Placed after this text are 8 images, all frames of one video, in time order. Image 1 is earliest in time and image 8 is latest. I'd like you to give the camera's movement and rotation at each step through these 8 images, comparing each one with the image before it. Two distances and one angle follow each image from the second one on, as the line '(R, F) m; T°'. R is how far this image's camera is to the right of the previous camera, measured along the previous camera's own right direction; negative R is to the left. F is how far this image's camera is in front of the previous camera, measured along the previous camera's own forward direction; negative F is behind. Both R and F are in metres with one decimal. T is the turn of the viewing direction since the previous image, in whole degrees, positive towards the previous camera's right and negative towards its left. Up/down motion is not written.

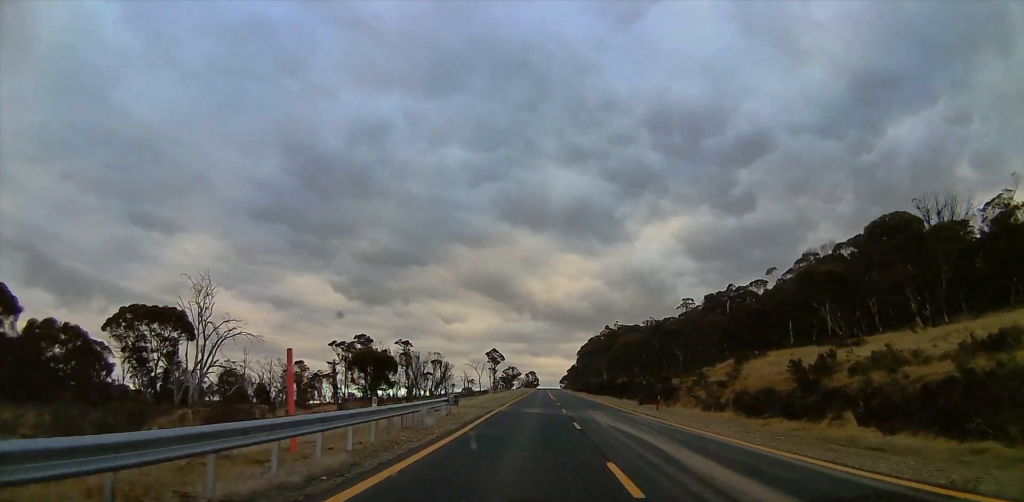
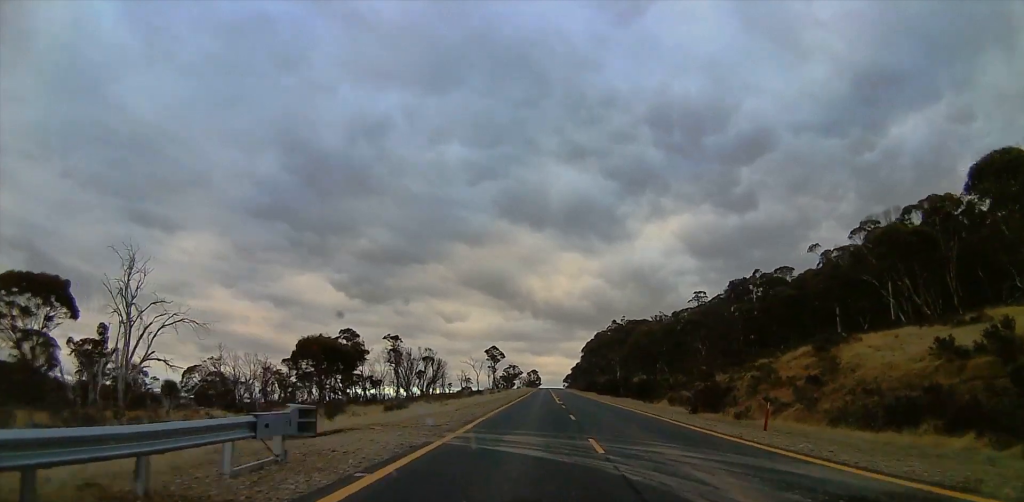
(-0.3, +18.9) m; -1°
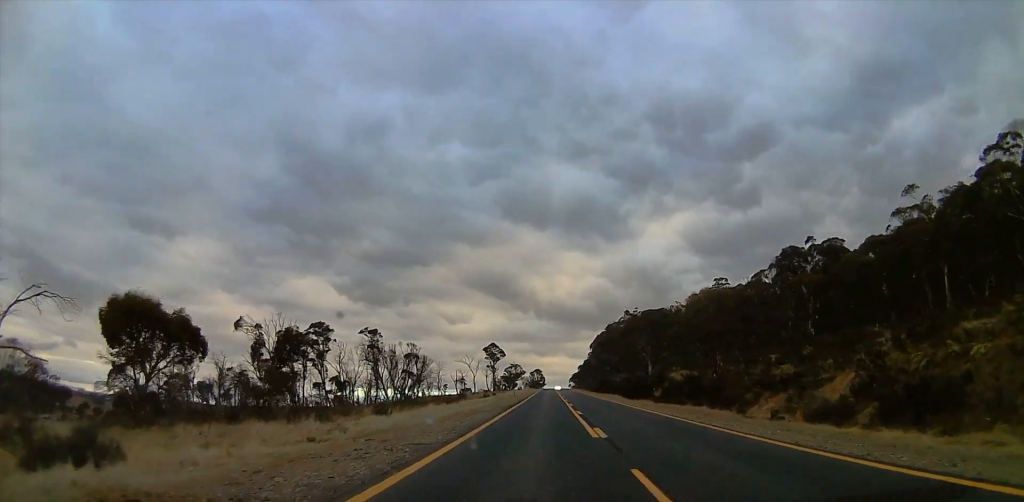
(-0.2, +29.3) m; +1°
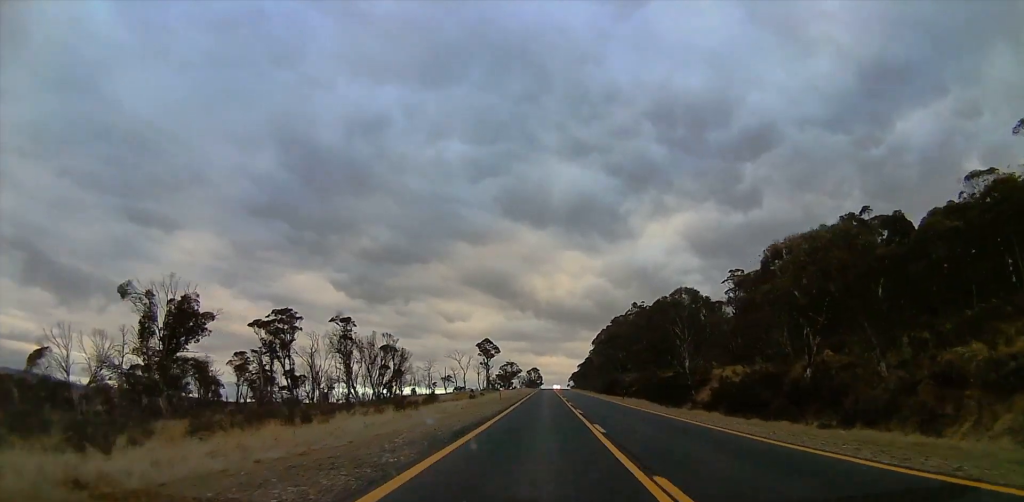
(+0.5, +23.0) m; +2°
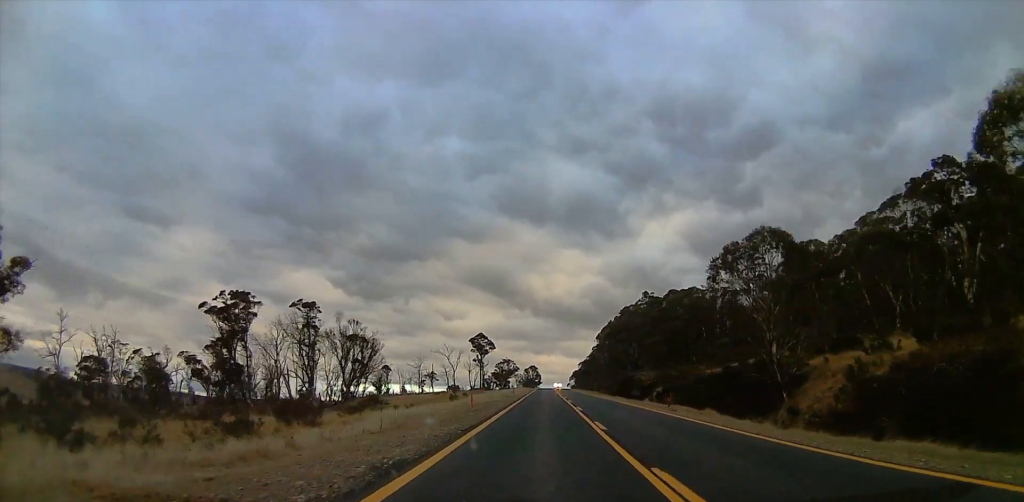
(+0.1, +22.7) m; 0°
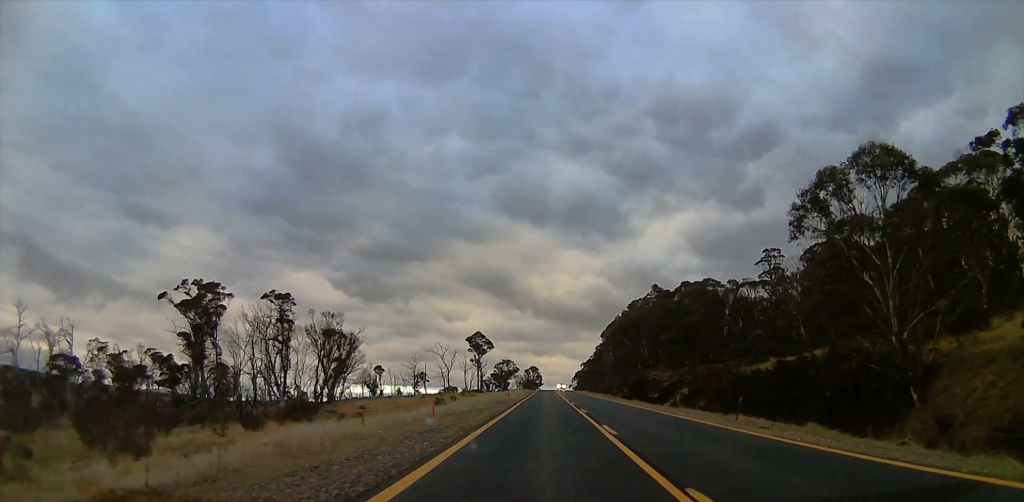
(+0.5, +14.3) m; -1°
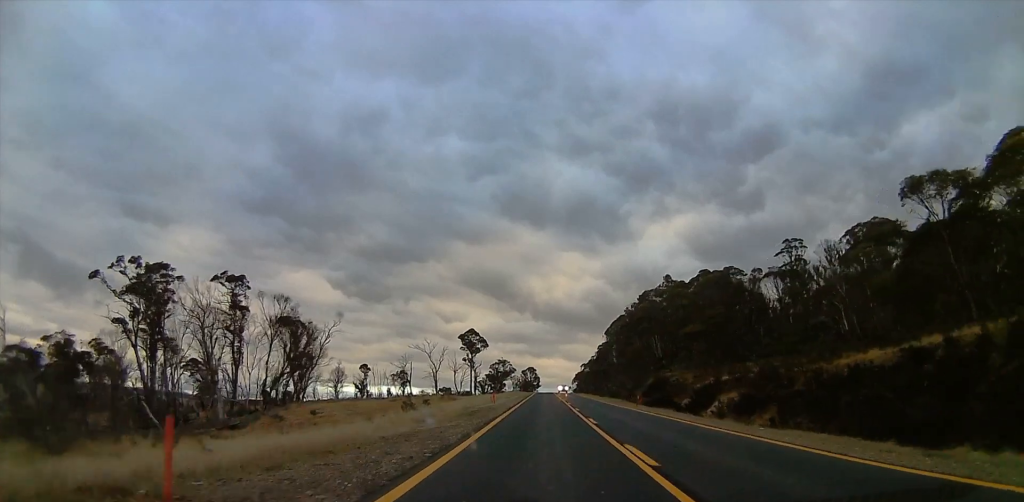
(-0.6, +17.4) m; -1°
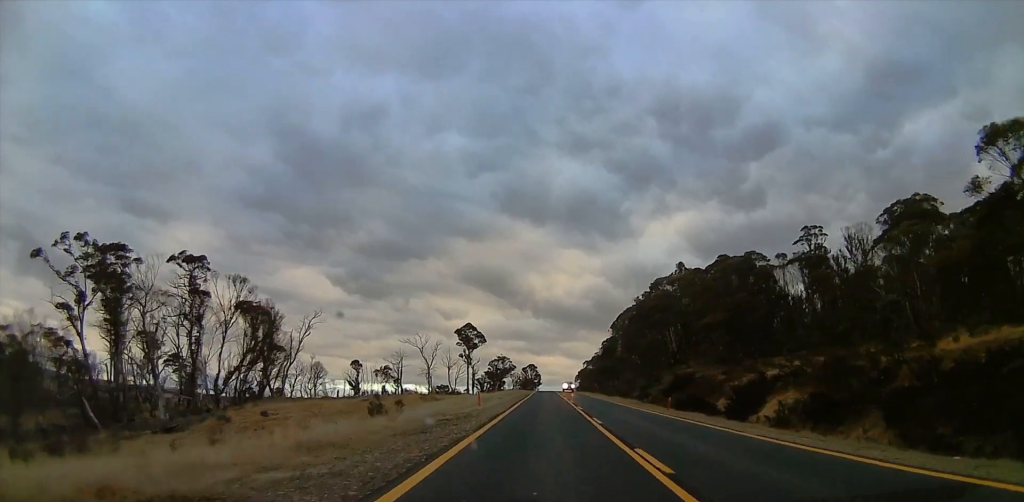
(-0.7, +13.3) m; -1°
